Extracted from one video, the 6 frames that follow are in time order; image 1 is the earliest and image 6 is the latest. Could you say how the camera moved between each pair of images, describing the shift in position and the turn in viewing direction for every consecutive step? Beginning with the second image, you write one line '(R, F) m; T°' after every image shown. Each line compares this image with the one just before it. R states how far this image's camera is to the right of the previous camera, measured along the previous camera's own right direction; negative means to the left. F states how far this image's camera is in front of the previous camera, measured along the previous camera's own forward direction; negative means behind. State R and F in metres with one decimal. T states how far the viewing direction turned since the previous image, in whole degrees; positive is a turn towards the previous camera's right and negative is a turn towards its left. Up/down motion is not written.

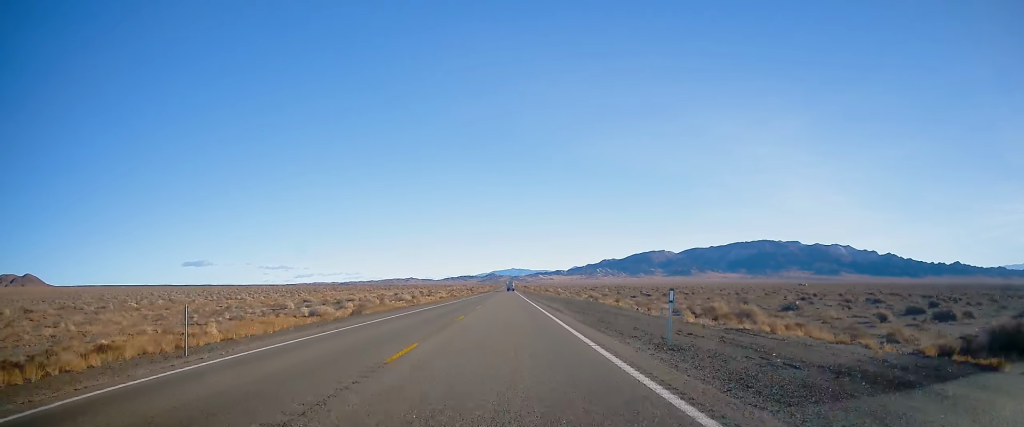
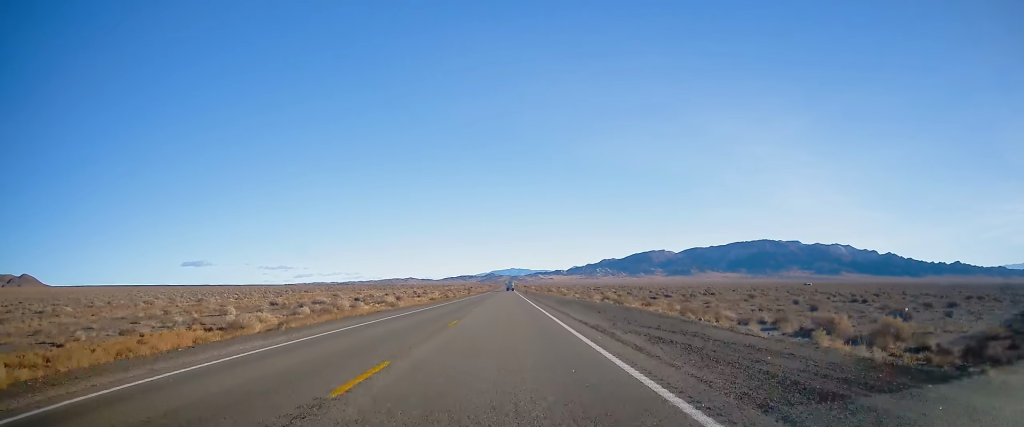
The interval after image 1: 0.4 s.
(+0.3, +15.2) m; 0°
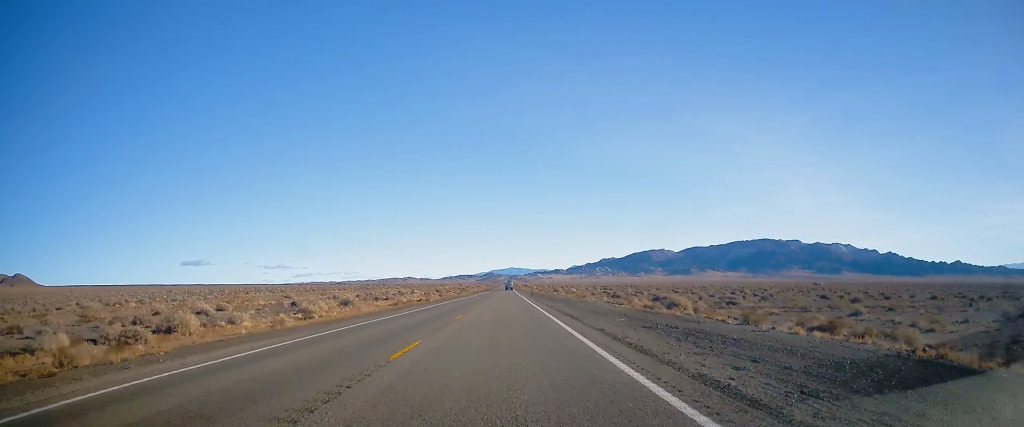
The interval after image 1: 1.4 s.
(+0.3, +32.7) m; +1°
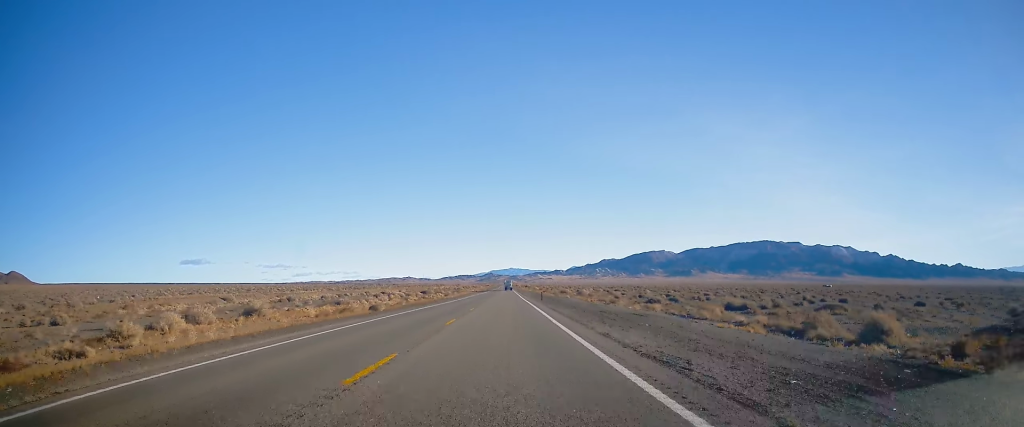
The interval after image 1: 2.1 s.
(0.0, +26.9) m; 0°
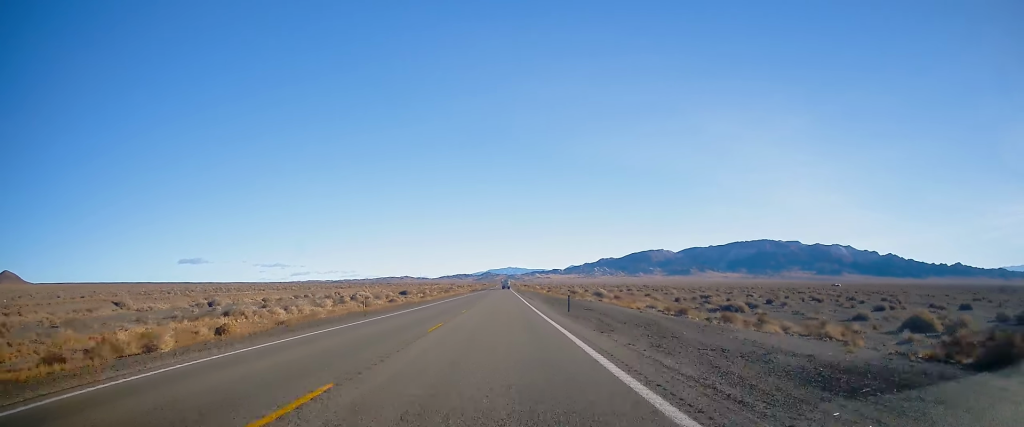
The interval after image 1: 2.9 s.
(0.0, +28.0) m; 0°
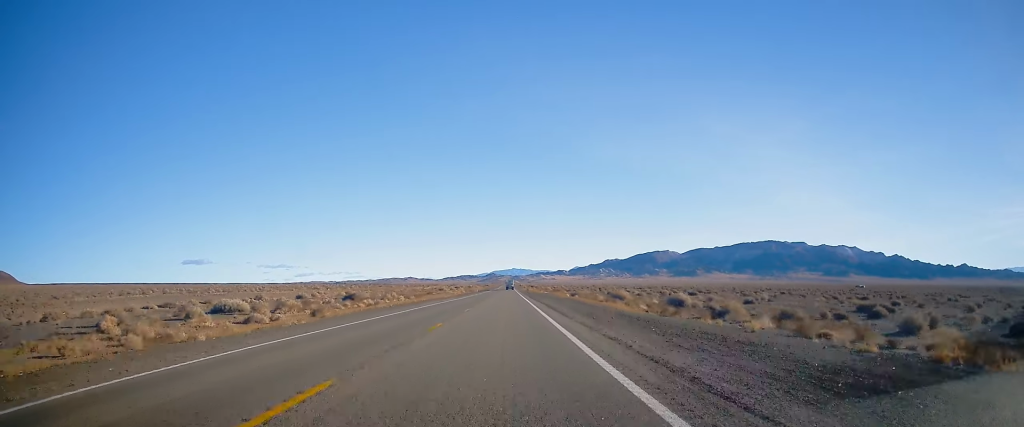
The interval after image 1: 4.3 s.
(0.0, +48.4) m; 0°
